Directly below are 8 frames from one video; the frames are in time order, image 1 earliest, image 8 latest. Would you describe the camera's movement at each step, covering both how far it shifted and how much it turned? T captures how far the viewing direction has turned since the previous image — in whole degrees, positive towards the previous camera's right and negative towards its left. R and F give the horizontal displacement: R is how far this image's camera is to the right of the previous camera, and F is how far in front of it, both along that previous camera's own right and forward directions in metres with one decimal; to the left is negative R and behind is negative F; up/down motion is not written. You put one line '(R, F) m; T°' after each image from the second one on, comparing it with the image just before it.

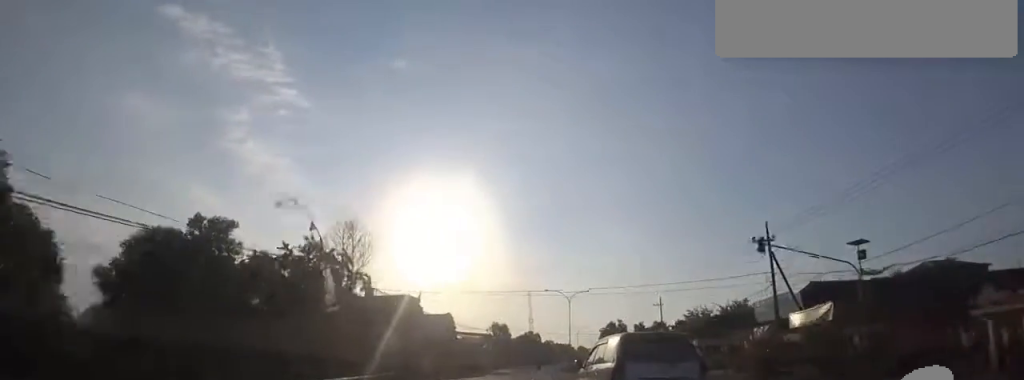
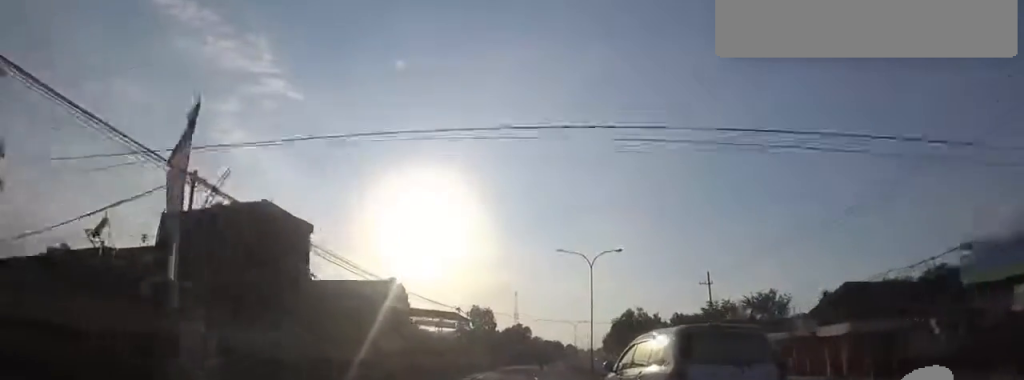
(+1.4, +23.4) m; +5°
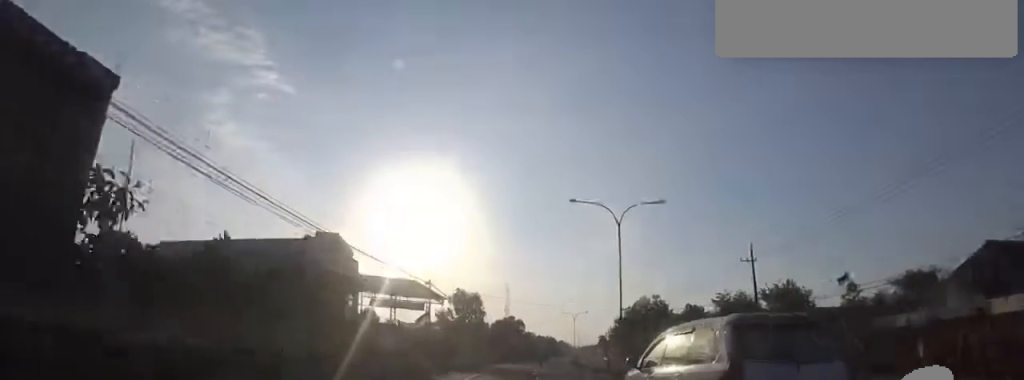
(+0.2, +12.0) m; +1°
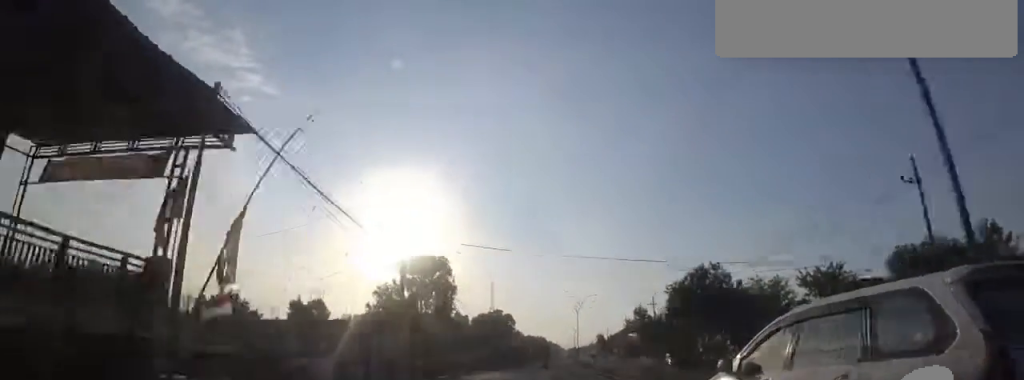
(-0.2, +22.4) m; 0°
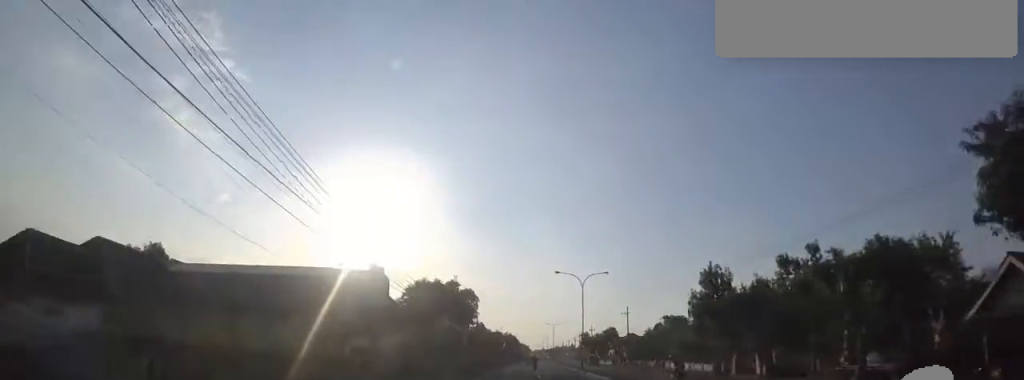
(+1.6, +32.5) m; +7°
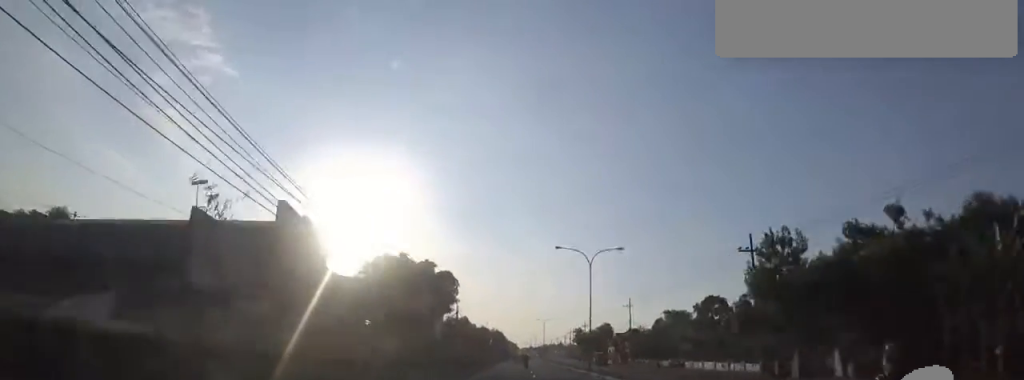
(+0.2, +10.7) m; +1°
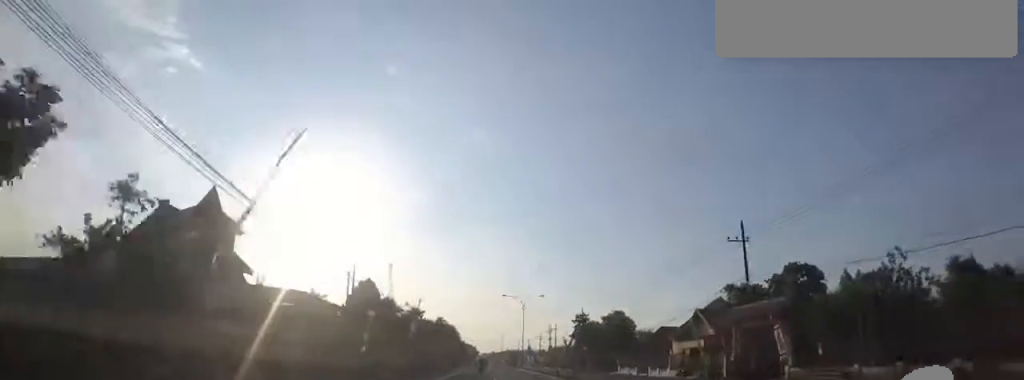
(+0.6, +49.9) m; +1°
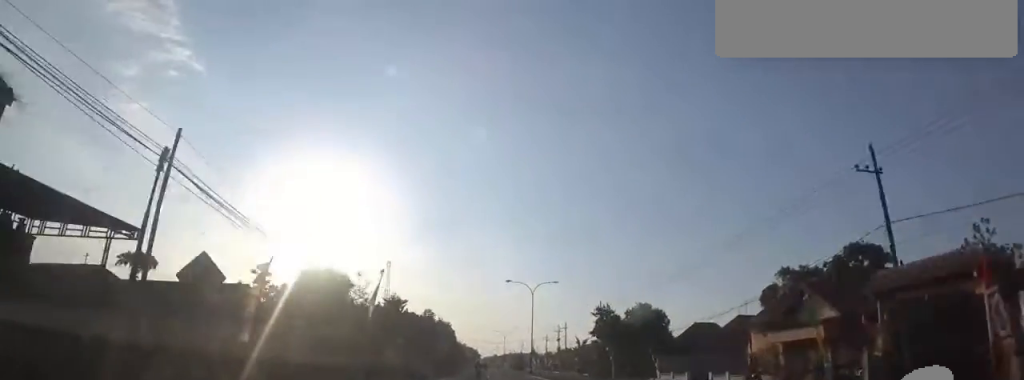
(-0.2, +13.7) m; 0°
